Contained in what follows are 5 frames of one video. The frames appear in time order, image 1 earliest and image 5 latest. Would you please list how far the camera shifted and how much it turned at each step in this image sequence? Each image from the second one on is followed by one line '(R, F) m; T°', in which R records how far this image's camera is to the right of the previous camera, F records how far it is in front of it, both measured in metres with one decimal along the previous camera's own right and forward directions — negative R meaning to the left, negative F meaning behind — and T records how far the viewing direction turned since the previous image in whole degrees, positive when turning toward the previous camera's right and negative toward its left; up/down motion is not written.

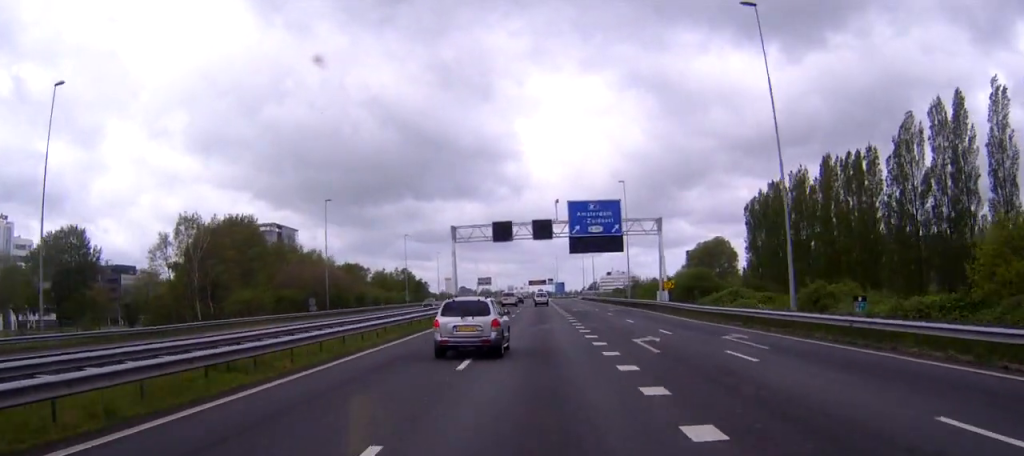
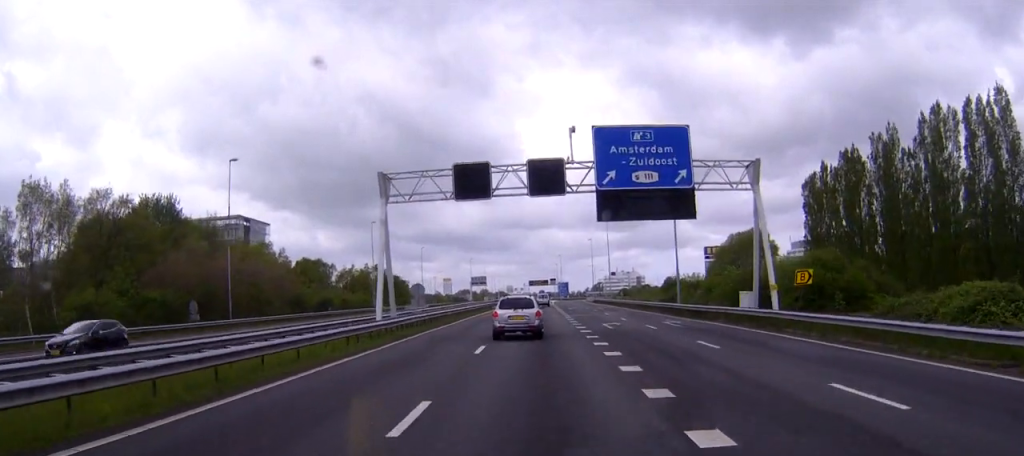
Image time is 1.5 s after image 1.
(-0.3, +31.4) m; -1°
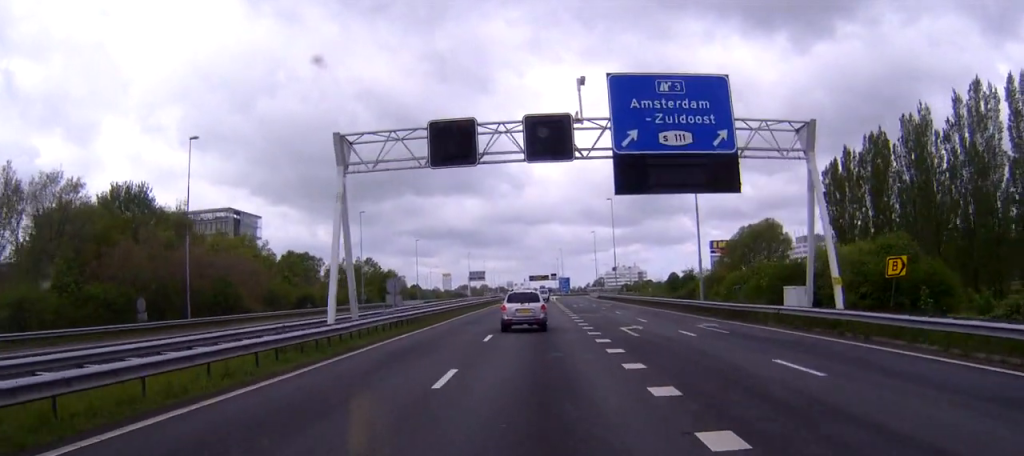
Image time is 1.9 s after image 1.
(0.0, +8.4) m; 0°
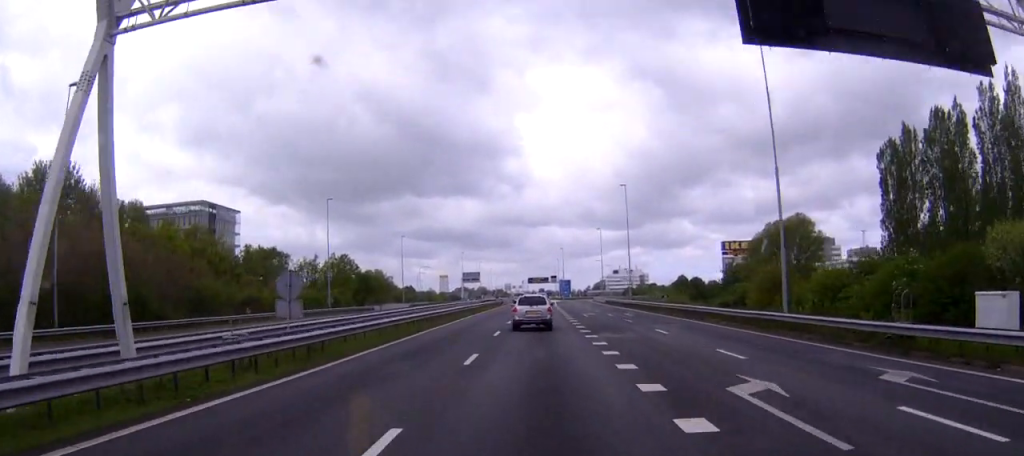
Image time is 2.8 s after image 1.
(-0.1, +18.1) m; 0°
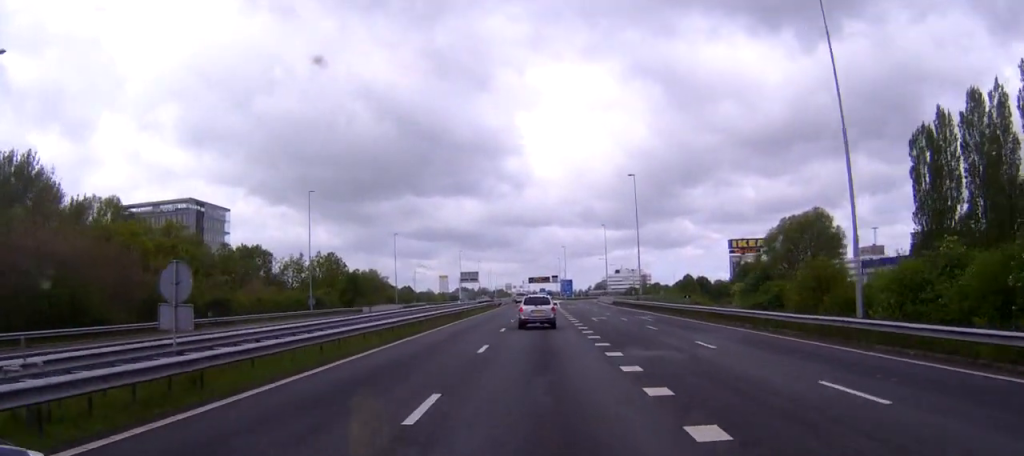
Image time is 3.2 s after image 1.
(-0.1, +8.3) m; 0°
